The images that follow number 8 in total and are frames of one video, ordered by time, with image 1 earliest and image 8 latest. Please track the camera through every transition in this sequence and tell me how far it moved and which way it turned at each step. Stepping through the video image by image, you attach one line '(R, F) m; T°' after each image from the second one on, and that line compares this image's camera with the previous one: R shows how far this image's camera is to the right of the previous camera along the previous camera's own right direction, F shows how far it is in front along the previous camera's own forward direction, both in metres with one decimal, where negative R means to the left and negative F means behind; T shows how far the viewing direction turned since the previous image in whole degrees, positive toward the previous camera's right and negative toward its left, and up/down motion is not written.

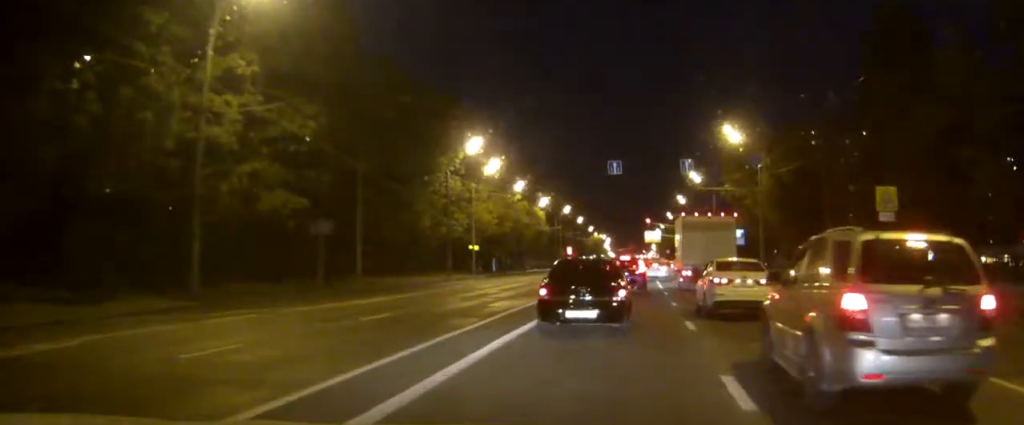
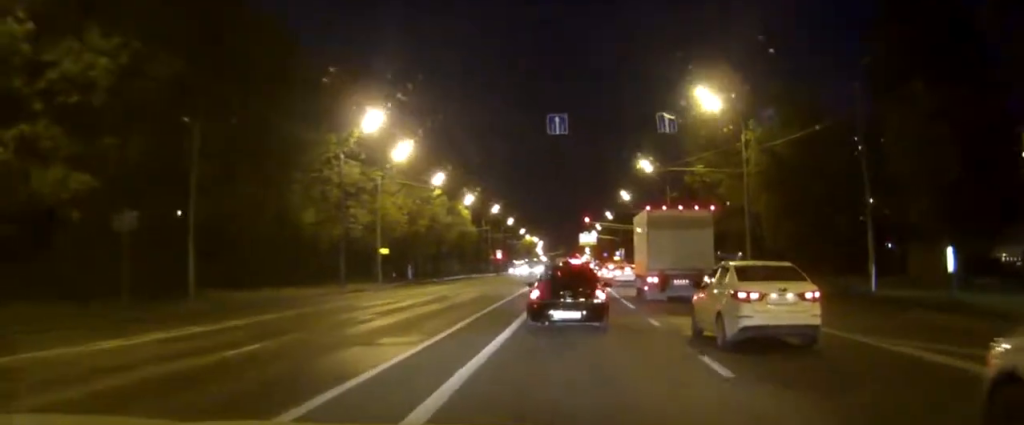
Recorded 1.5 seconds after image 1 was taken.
(+0.2, +14.2) m; +2°
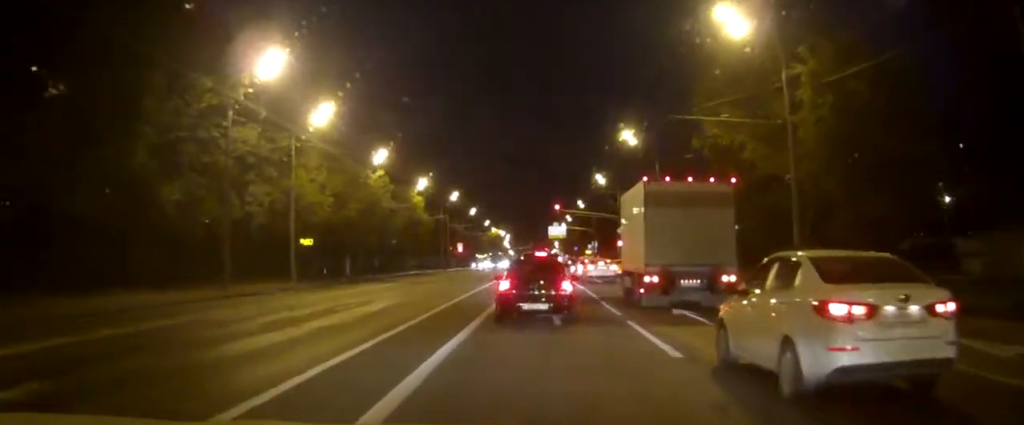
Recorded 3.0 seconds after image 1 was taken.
(+0.3, +14.1) m; +2°
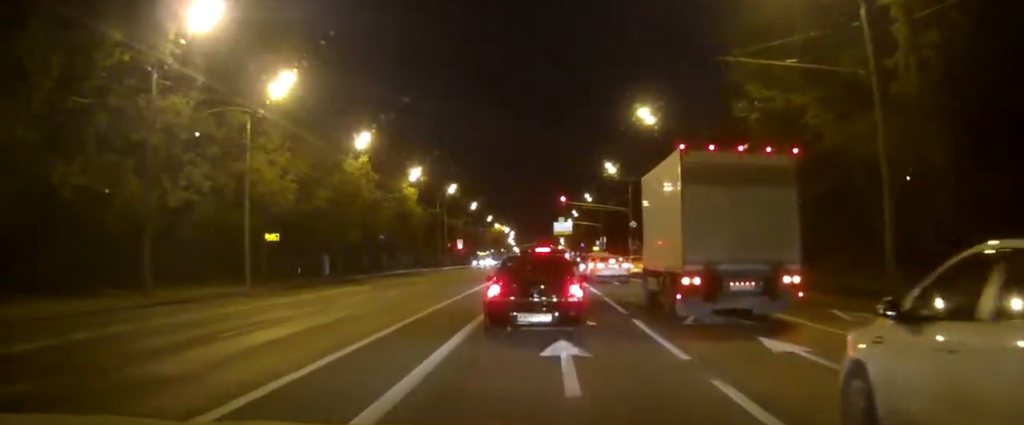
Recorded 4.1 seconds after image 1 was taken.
(+0.1, +9.0) m; +1°
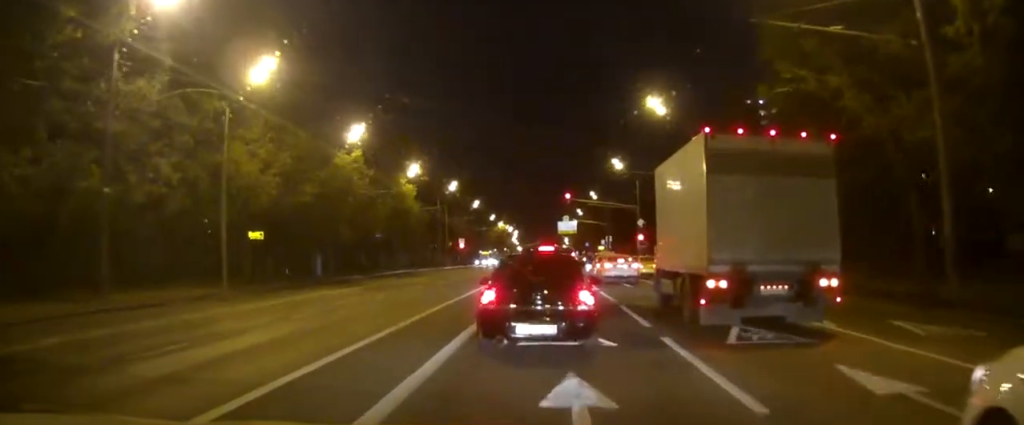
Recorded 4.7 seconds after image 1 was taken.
(-0.1, +4.5) m; +1°
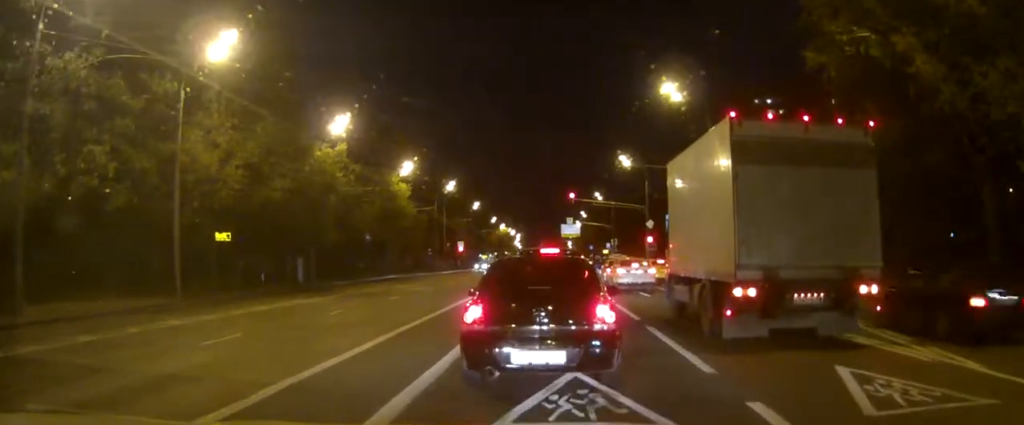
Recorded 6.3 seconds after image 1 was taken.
(+0.2, +7.7) m; +1°
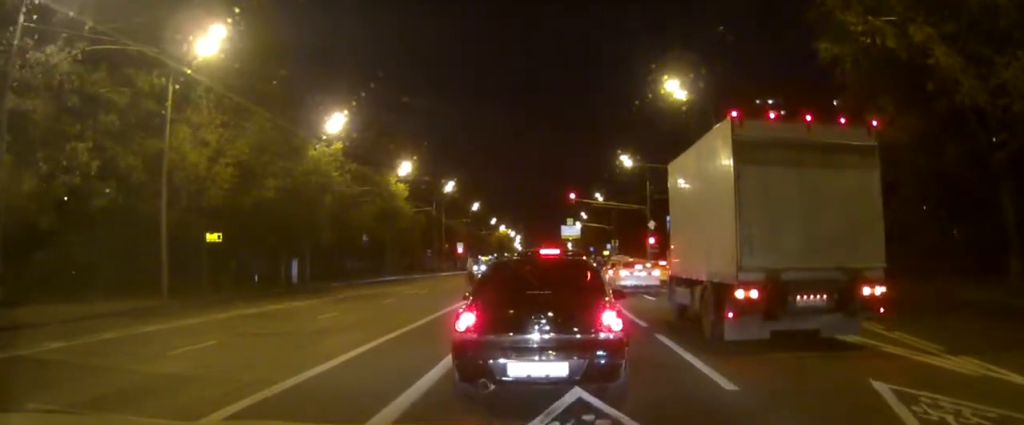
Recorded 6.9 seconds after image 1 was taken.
(0.0, +1.8) m; -1°
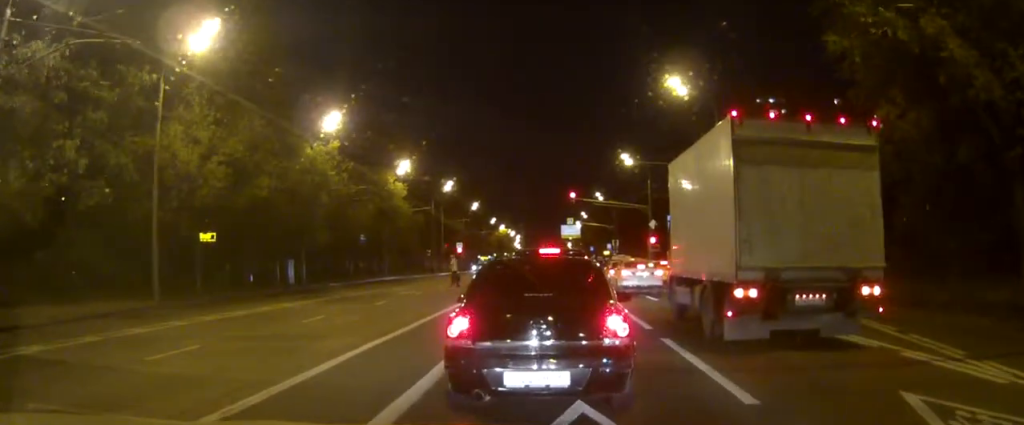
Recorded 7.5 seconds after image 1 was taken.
(0.0, +1.0) m; 0°
